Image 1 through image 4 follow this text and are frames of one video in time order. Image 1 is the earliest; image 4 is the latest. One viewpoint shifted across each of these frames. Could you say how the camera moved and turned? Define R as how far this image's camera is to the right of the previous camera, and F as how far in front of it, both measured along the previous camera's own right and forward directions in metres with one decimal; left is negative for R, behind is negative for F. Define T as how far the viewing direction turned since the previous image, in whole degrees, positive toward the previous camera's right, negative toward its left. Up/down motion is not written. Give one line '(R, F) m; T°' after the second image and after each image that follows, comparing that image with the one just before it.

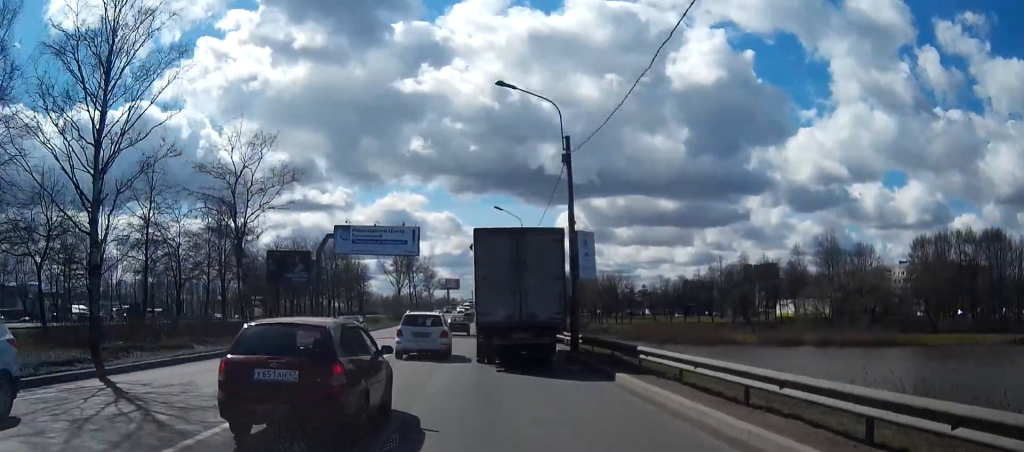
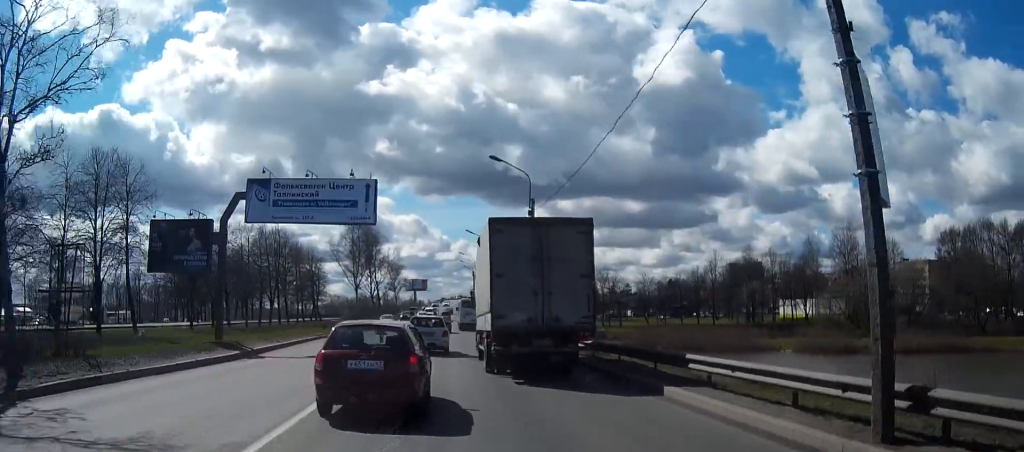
(+0.2, +21.3) m; +1°
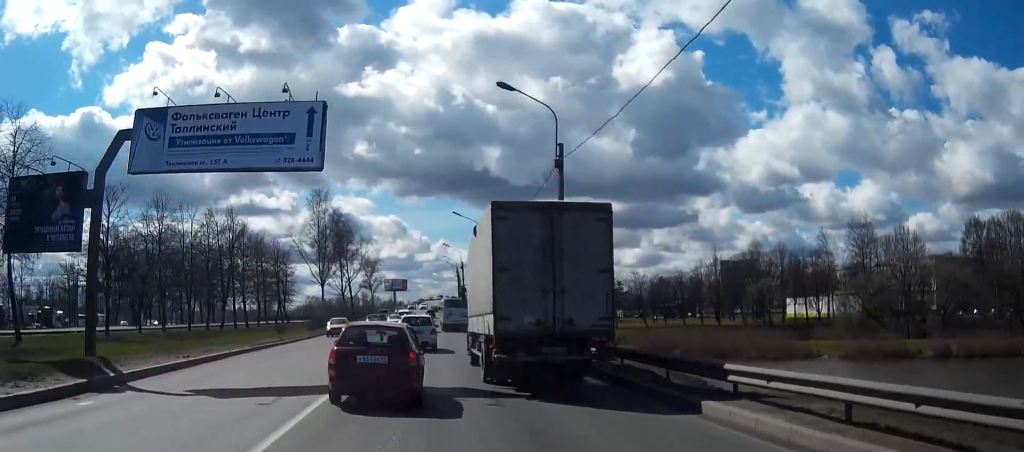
(+0.1, +14.3) m; +1°
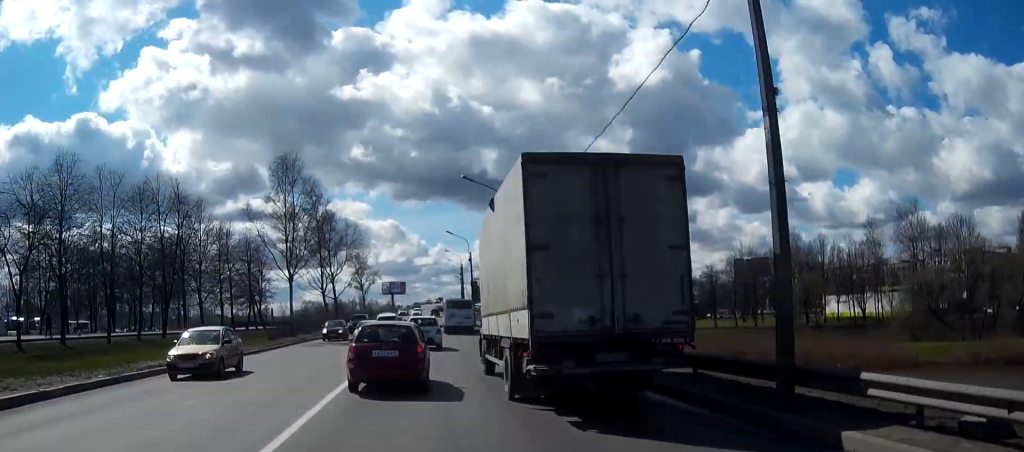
(+0.2, +18.2) m; 0°
